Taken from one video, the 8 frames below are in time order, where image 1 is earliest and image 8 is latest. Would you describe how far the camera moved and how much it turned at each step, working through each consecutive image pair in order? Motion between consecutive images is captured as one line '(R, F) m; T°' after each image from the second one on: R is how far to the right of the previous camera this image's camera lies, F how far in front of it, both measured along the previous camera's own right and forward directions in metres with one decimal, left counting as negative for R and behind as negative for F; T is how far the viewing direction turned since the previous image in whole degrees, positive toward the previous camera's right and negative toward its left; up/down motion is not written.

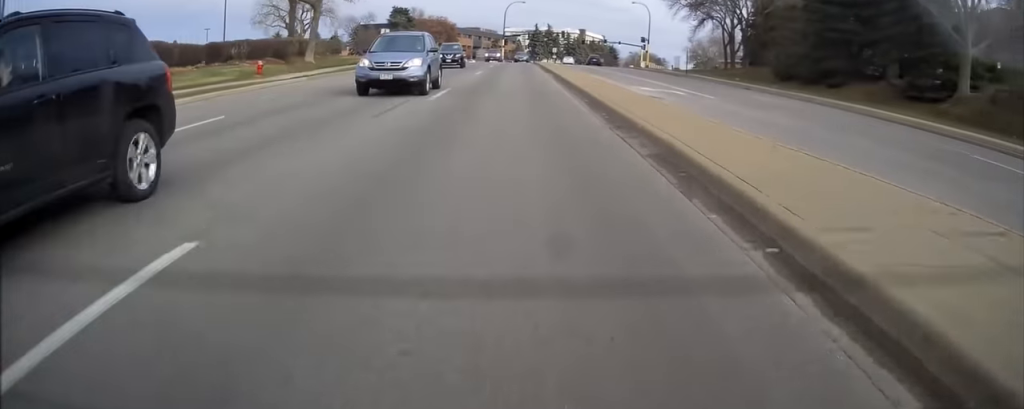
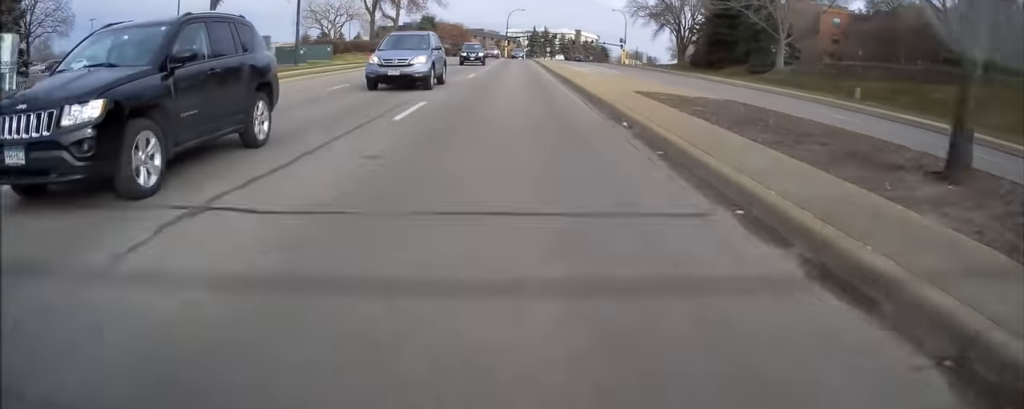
(-0.4, +25.2) m; 0°
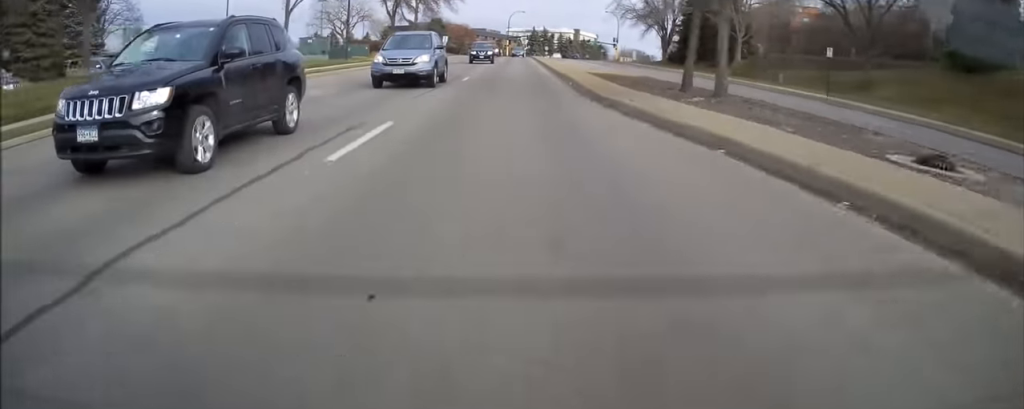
(+0.2, +11.0) m; 0°
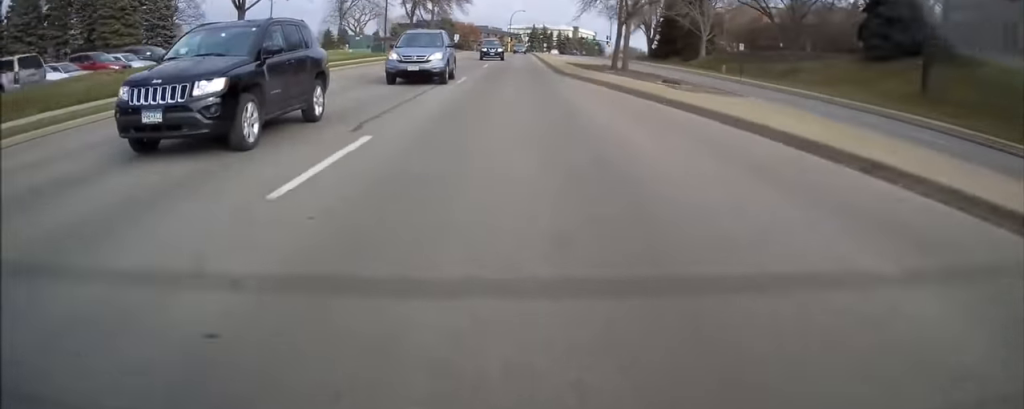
(+0.1, +13.0) m; 0°
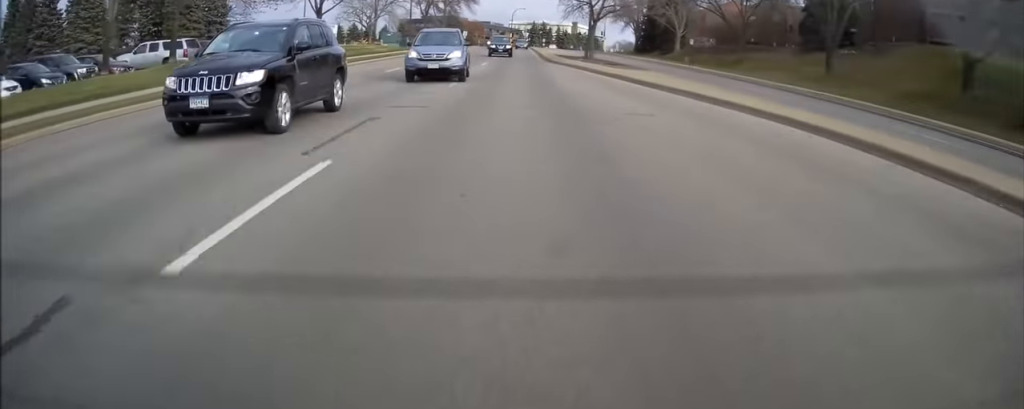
(-0.1, +13.9) m; 0°
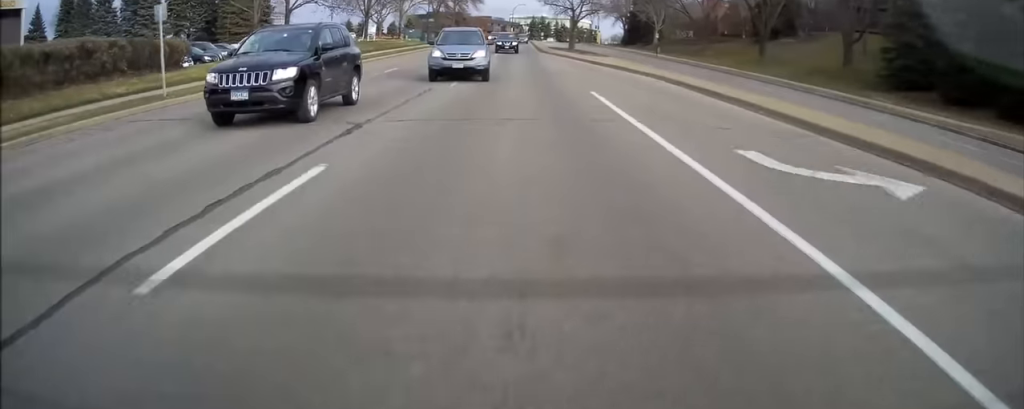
(+0.1, +14.6) m; 0°
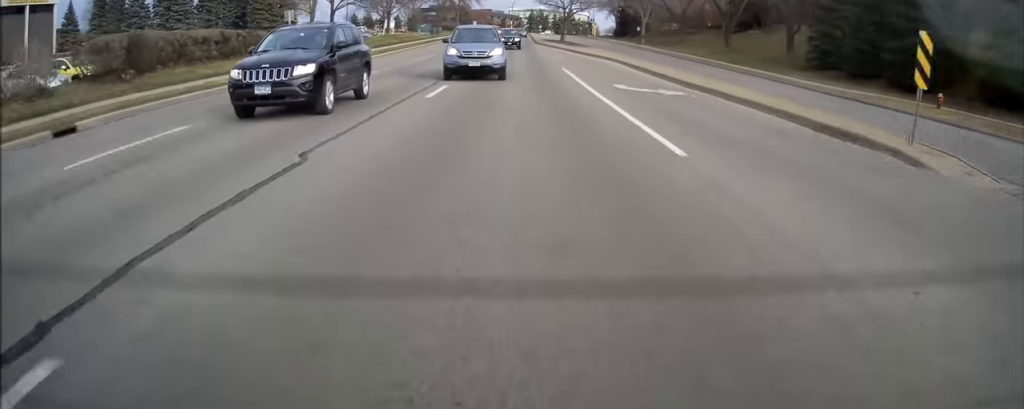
(0.0, +10.6) m; 0°
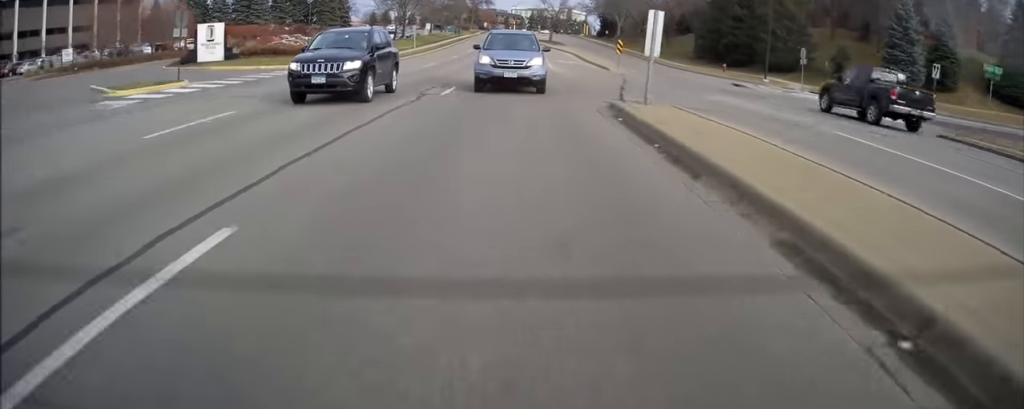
(-0.3, +32.1) m; 0°
